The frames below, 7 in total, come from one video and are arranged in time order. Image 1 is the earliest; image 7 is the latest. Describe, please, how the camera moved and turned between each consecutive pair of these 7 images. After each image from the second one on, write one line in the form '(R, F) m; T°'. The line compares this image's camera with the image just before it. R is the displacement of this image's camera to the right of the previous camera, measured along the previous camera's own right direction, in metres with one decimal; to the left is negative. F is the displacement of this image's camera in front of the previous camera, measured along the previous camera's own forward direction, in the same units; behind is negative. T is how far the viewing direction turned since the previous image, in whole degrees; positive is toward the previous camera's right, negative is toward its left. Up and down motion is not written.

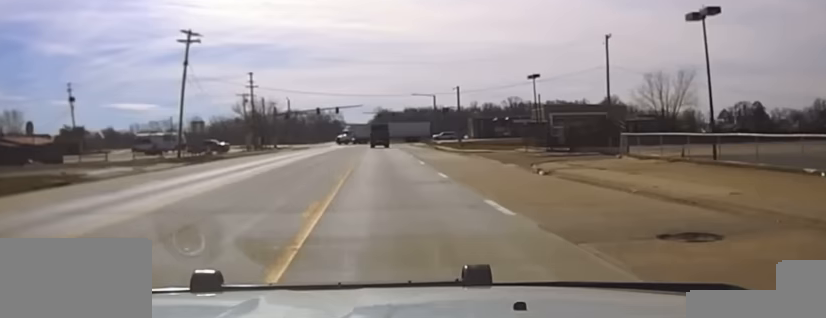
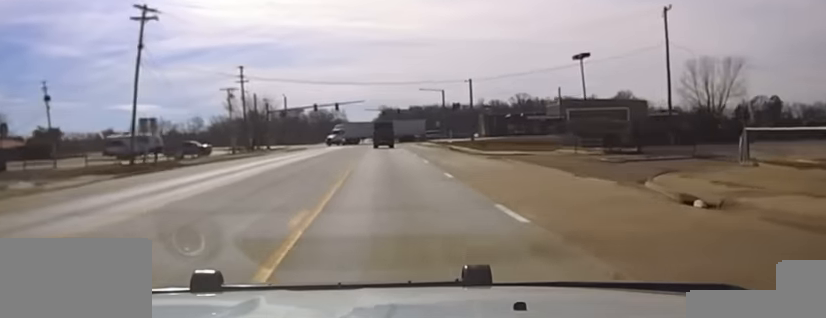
(-0.3, +16.3) m; -1°
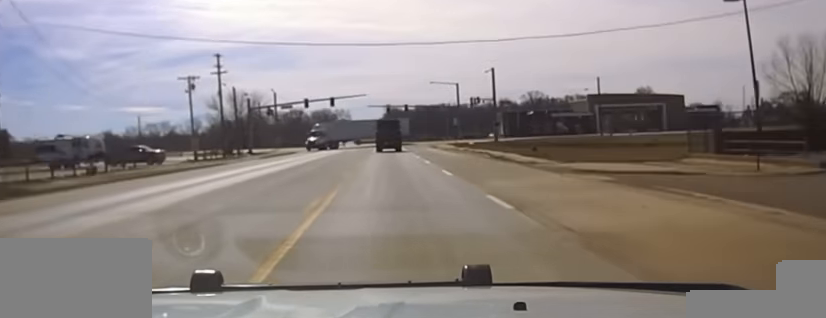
(+0.2, +26.3) m; 0°
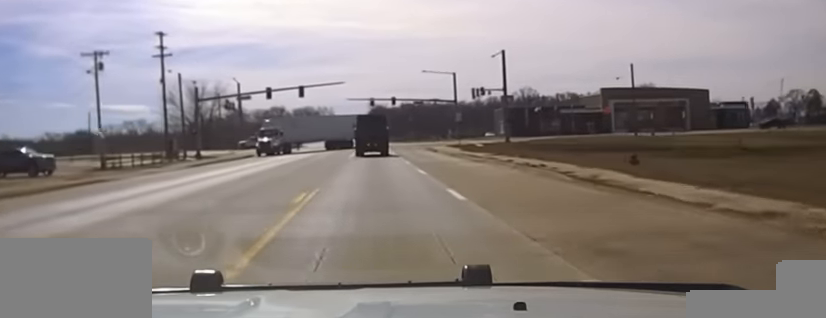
(-0.1, +22.7) m; 0°
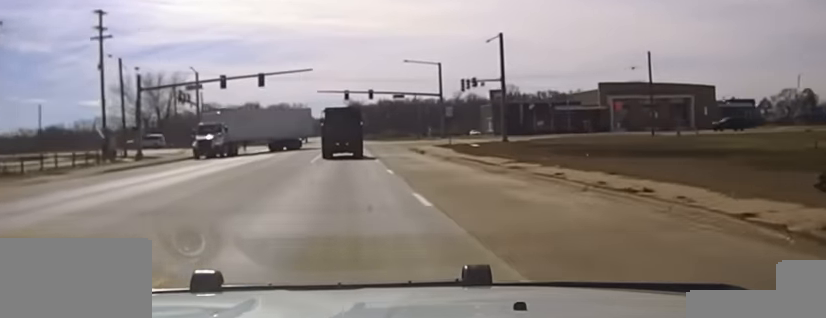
(0.0, +11.9) m; +1°
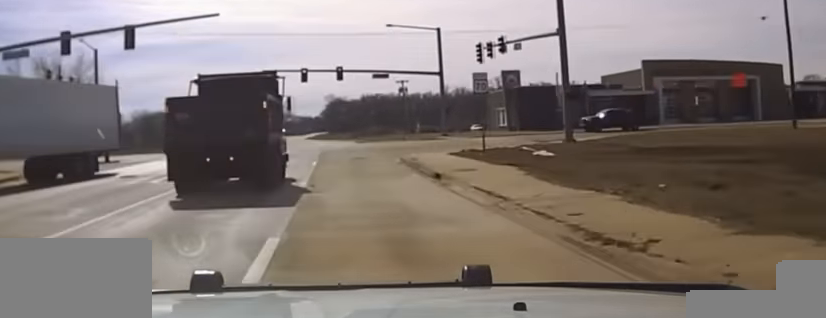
(+0.7, +31.2) m; +1°
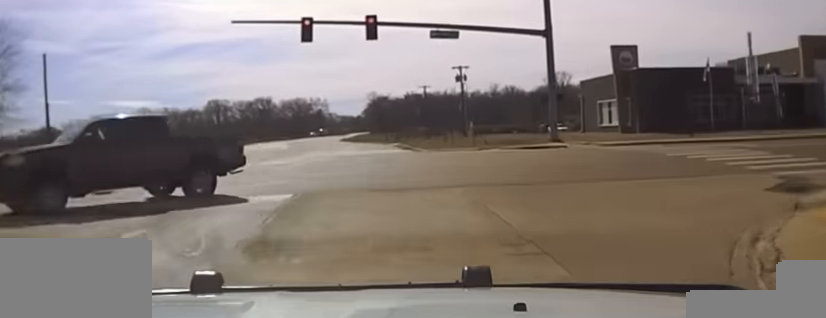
(-0.1, +36.9) m; 0°
